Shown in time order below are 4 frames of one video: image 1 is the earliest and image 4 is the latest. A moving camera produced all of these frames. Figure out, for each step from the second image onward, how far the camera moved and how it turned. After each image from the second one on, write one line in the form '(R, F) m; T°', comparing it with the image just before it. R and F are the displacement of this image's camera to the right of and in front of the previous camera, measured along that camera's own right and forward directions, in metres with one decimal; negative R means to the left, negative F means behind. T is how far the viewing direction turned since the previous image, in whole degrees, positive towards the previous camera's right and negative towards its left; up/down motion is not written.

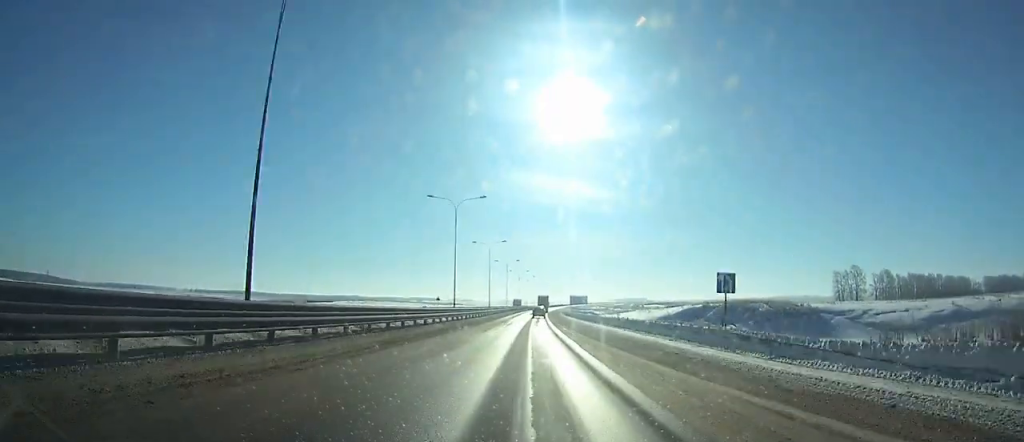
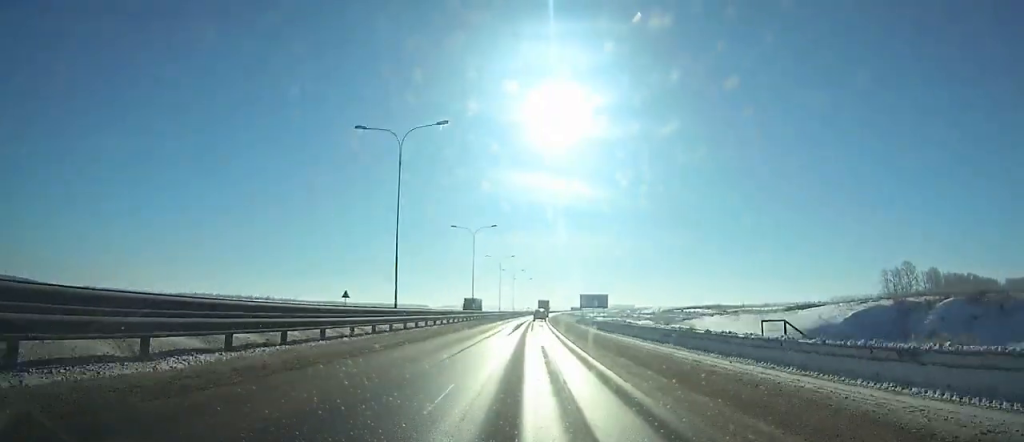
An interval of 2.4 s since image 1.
(+0.9, +61.7) m; +2°
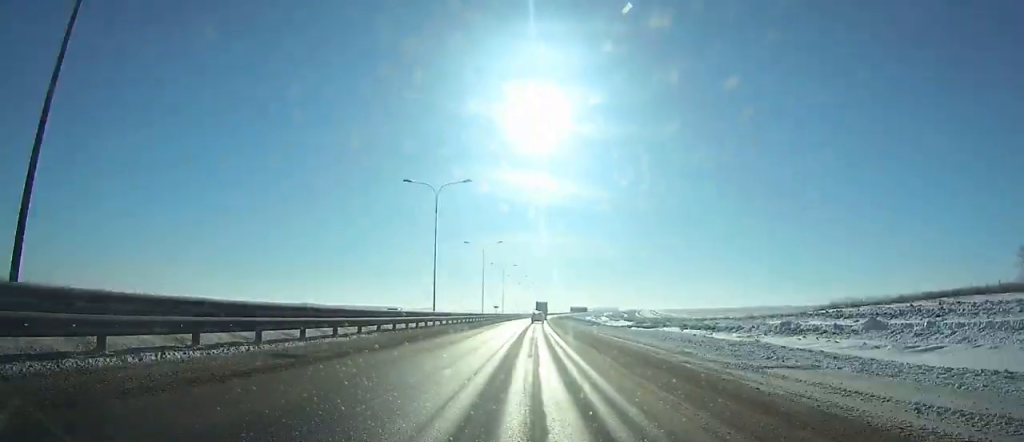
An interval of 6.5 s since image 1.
(+2.1, +105.1) m; +2°
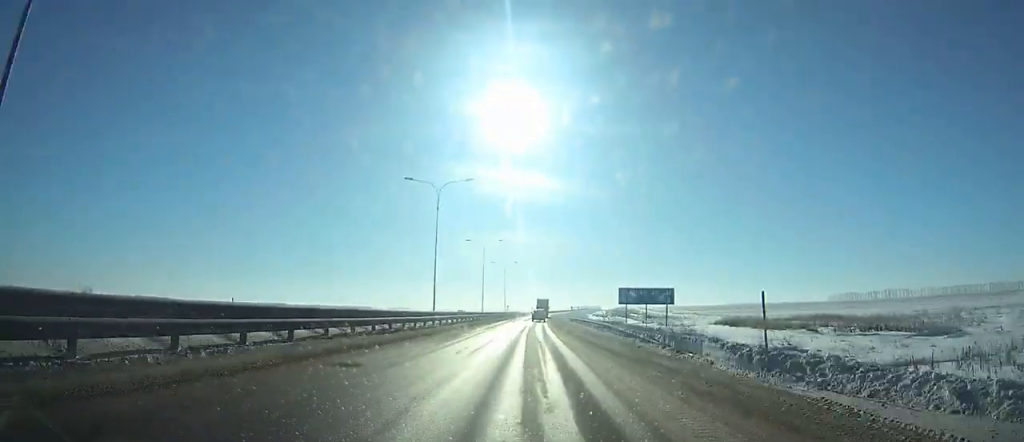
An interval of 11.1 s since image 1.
(+2.1, +118.5) m; +2°
